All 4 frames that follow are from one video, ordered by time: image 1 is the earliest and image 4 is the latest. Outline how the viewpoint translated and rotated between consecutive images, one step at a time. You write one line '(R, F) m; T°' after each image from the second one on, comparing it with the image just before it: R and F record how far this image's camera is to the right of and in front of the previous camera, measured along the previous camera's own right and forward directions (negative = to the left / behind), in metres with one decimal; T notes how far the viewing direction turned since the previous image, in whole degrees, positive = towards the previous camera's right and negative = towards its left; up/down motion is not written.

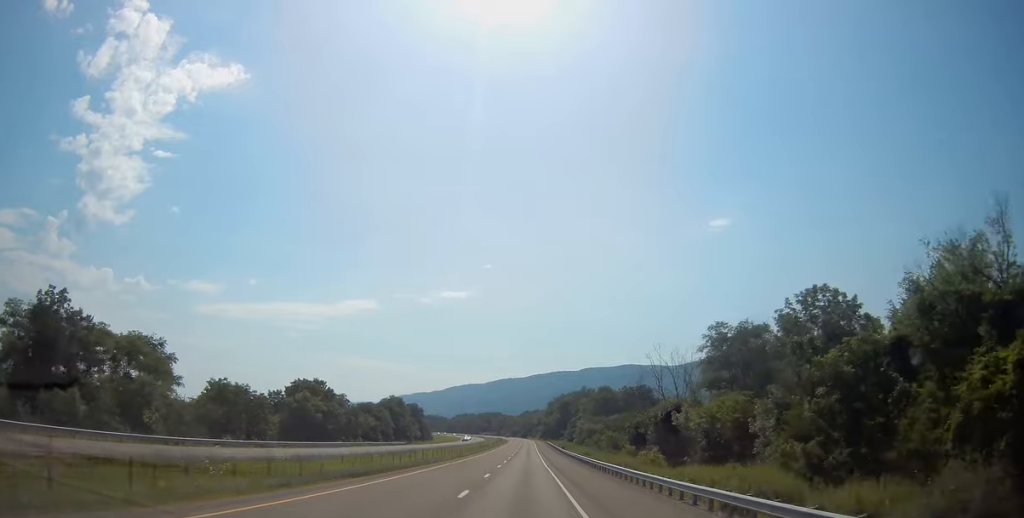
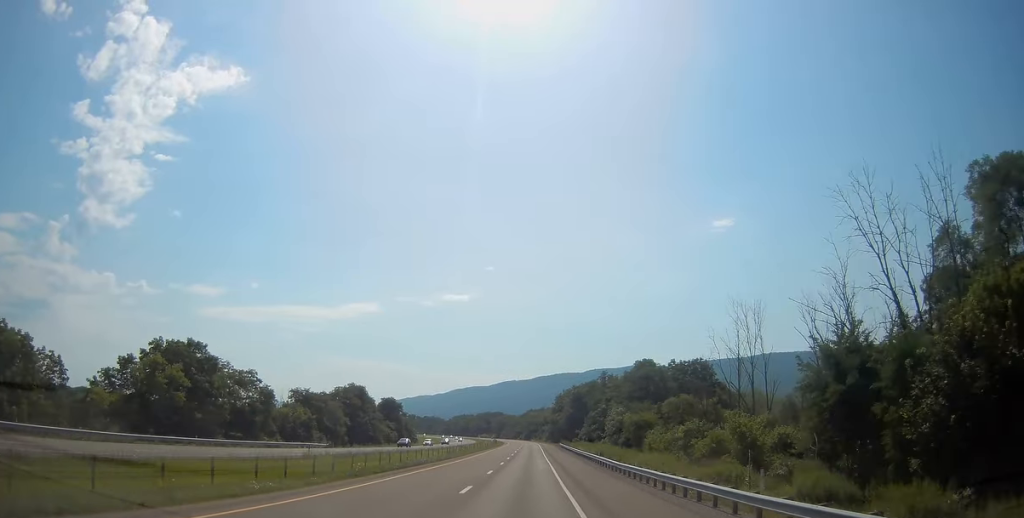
(+0.4, +59.4) m; 0°
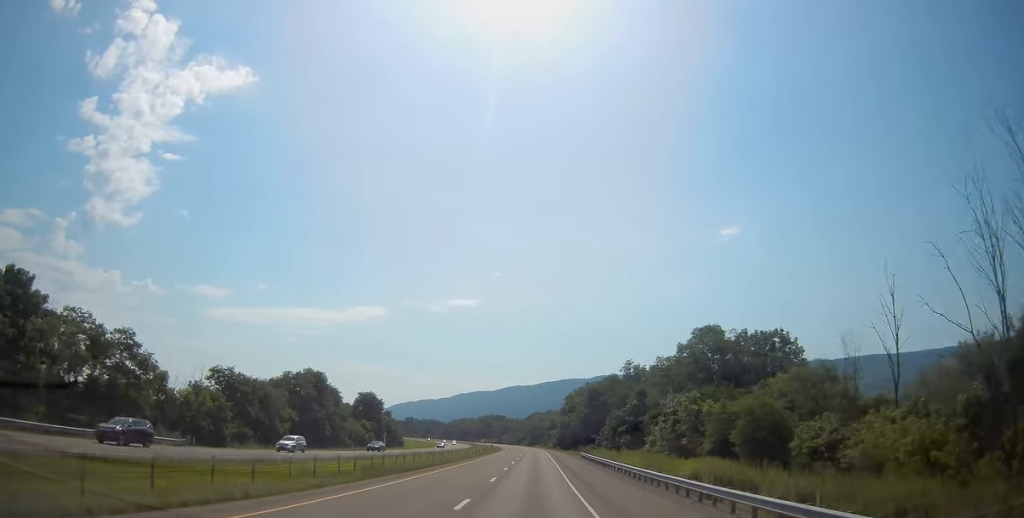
(-0.5, +40.8) m; -1°
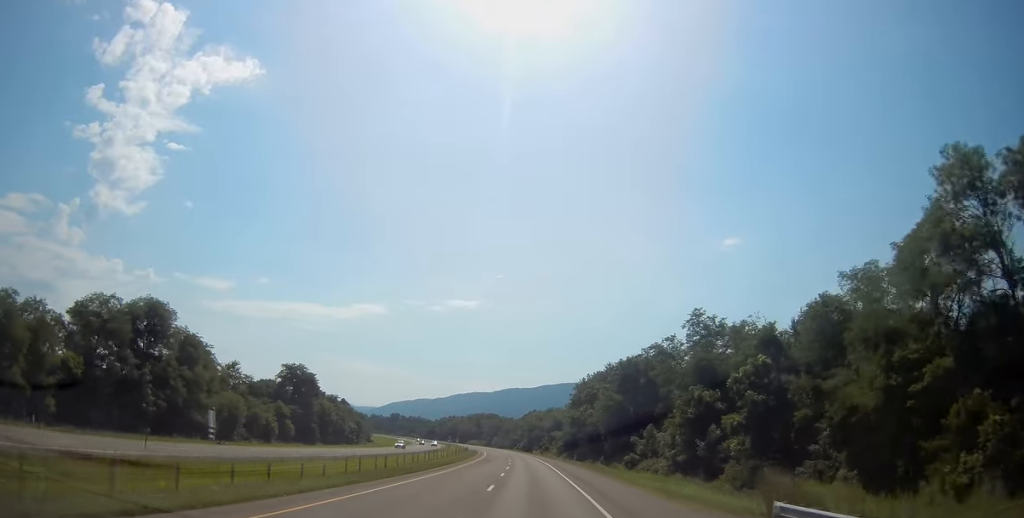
(+0.3, +66.2) m; 0°
